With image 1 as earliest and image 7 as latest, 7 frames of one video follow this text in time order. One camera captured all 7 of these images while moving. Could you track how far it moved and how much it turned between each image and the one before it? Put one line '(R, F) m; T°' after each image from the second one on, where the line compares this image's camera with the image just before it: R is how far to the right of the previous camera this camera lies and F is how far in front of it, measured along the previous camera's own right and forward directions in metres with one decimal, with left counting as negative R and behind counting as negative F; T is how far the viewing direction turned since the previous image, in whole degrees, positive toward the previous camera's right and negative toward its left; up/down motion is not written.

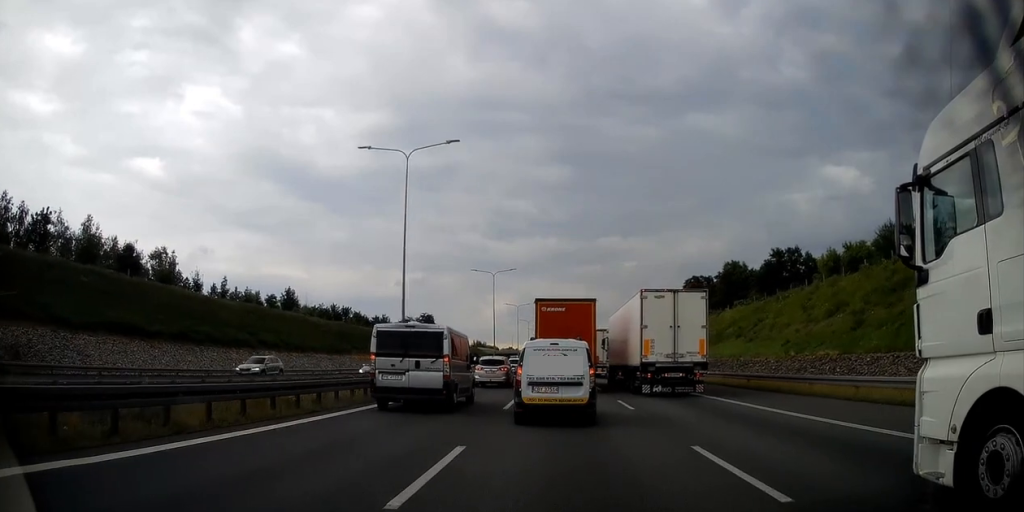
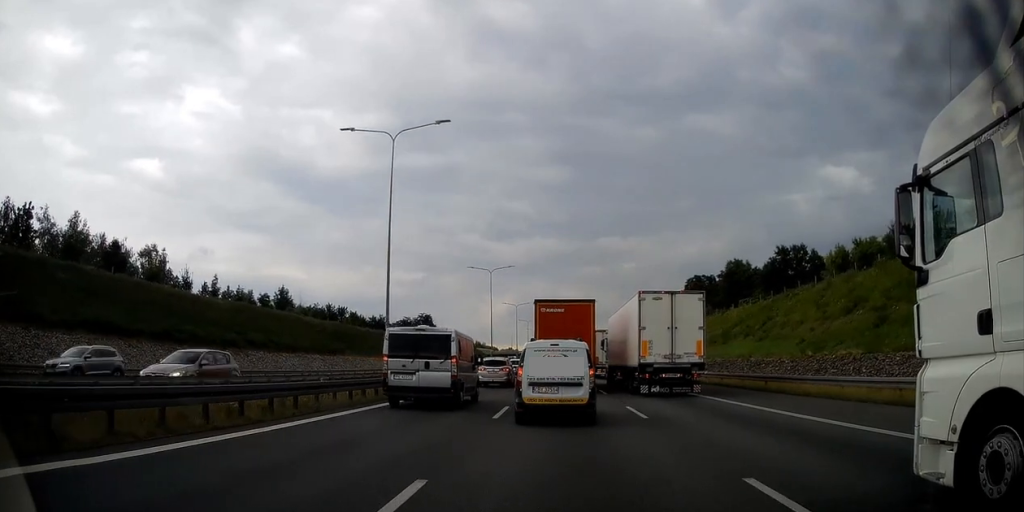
(-0.1, +2.8) m; 0°
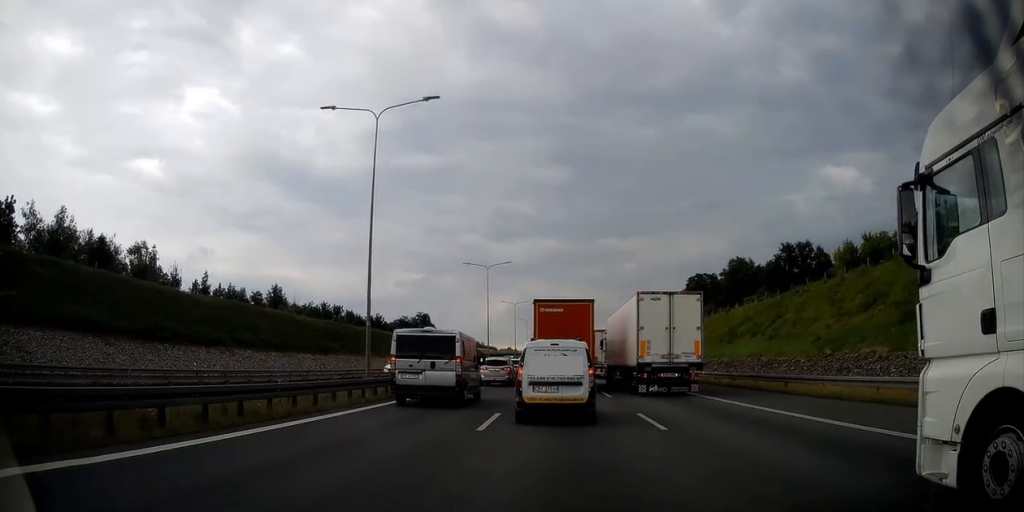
(+0.2, +2.7) m; +2°
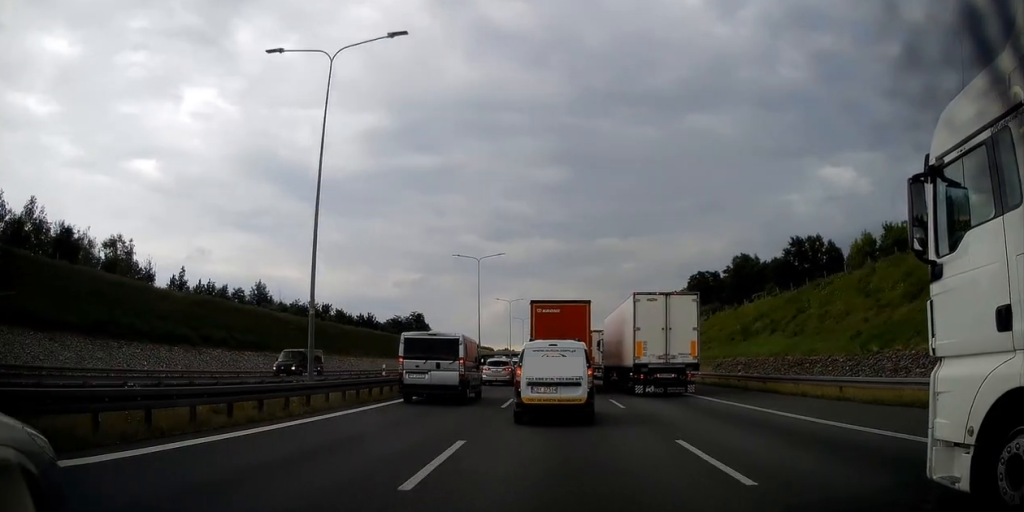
(+0.2, +5.6) m; +2°
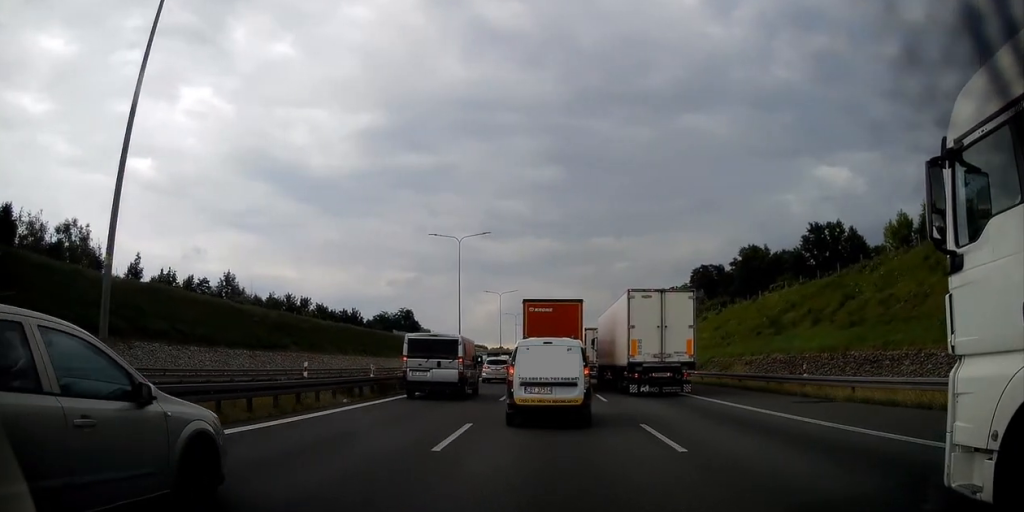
(0.0, +9.3) m; 0°
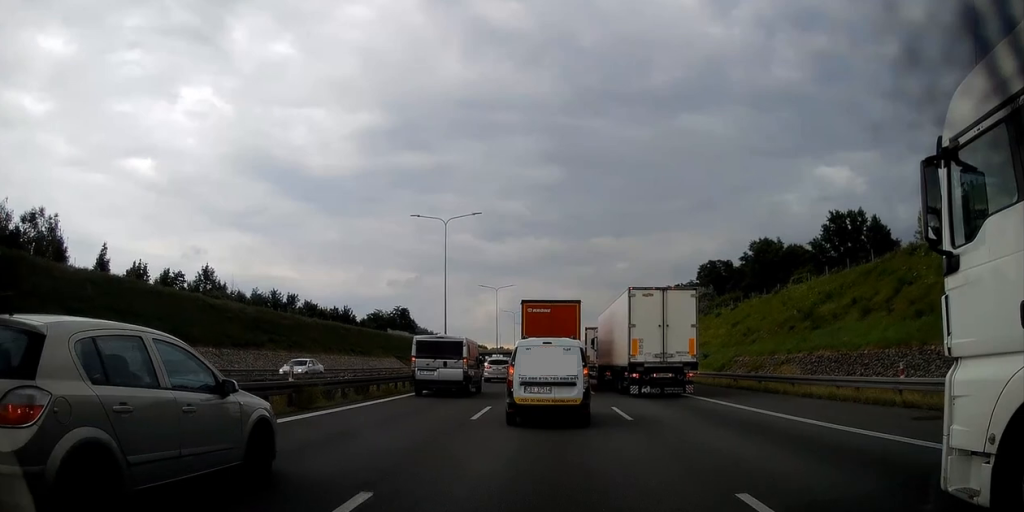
(0.0, +7.2) m; 0°
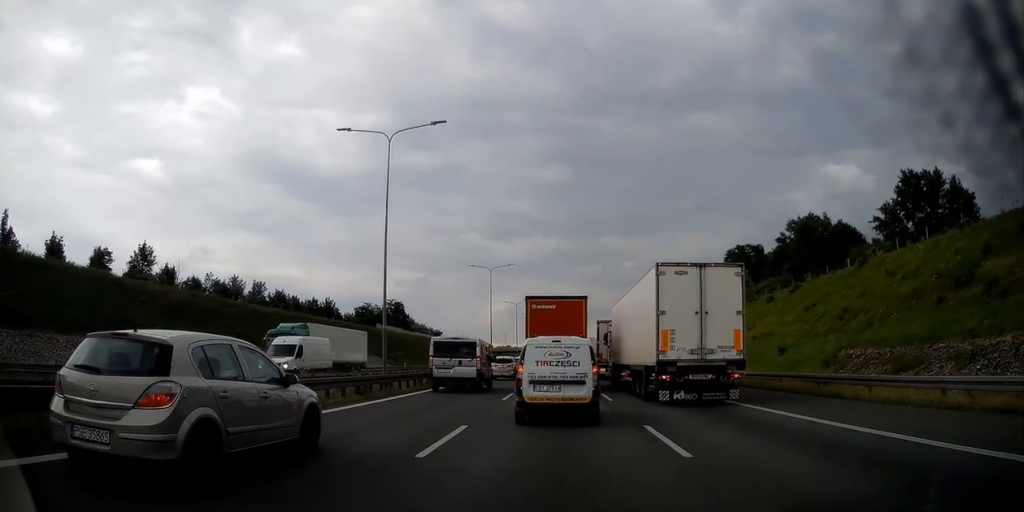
(-0.2, +17.6) m; 0°
